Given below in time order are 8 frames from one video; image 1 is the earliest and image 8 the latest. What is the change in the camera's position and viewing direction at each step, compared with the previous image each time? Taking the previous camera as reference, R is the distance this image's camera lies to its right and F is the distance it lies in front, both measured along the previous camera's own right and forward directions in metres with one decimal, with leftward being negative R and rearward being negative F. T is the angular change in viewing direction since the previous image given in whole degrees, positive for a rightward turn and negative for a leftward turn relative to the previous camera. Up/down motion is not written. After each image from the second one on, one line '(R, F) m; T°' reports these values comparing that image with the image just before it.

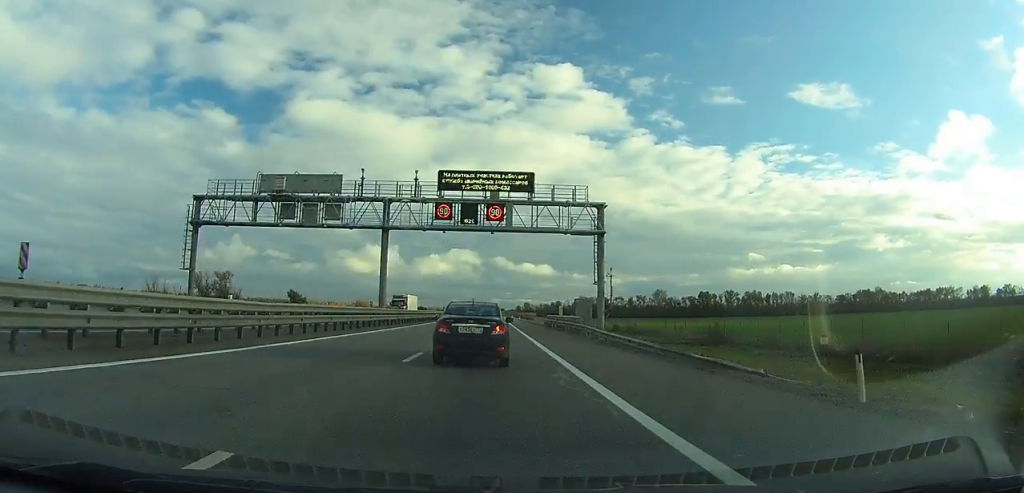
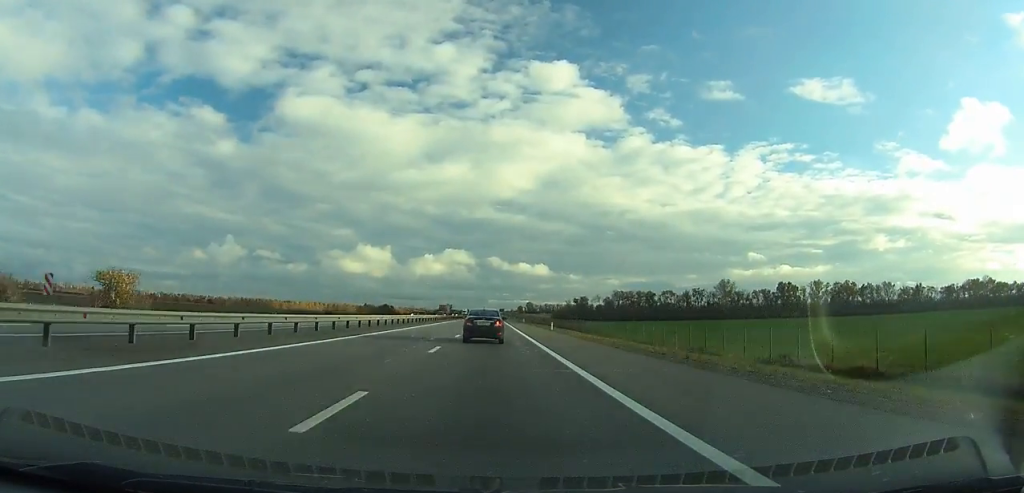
(+0.2, +129.6) m; 0°
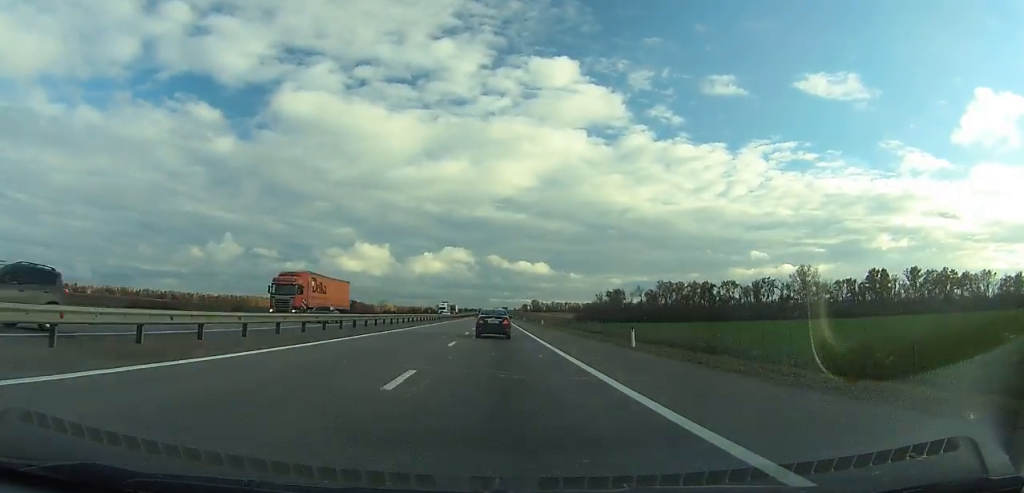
(0.0, +79.9) m; 0°
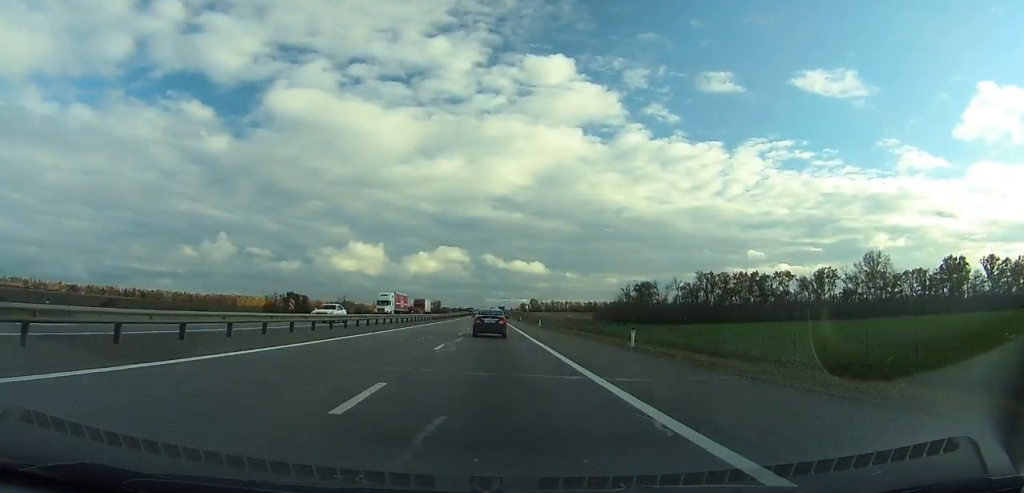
(-0.2, +47.5) m; 0°
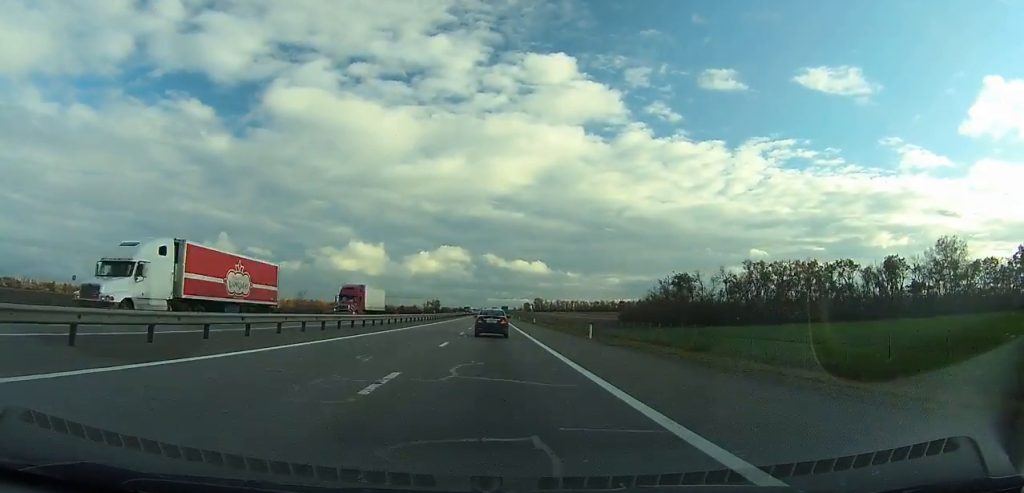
(+0.1, +34.2) m; 0°
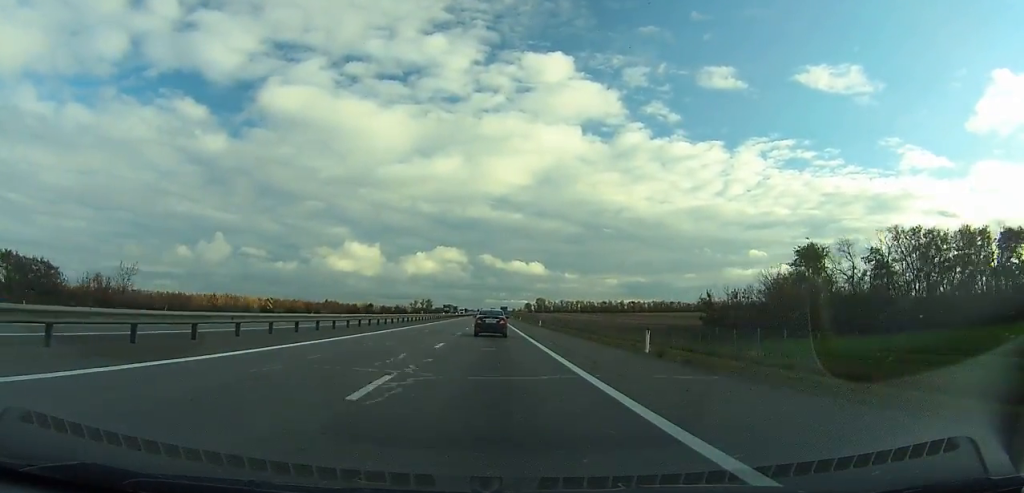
(+0.2, +60.0) m; 0°
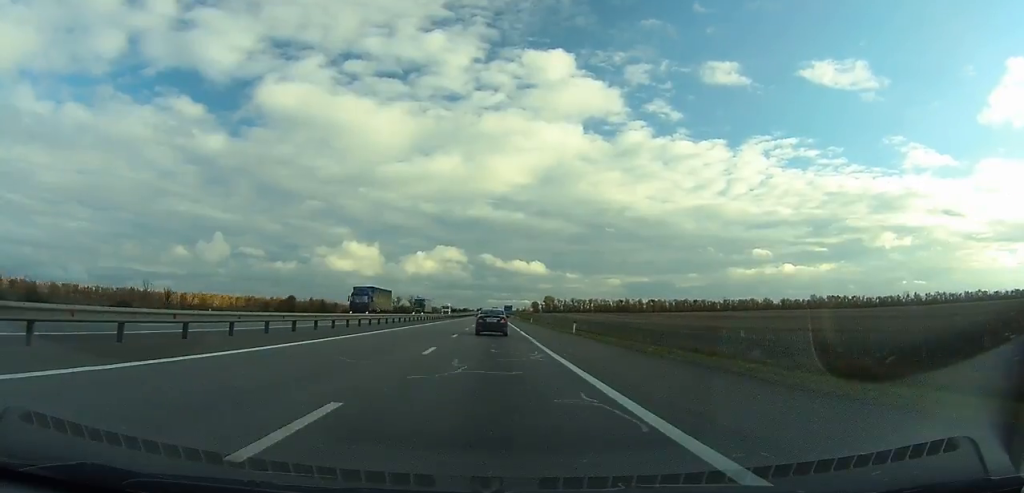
(0.0, +75.6) m; 0°
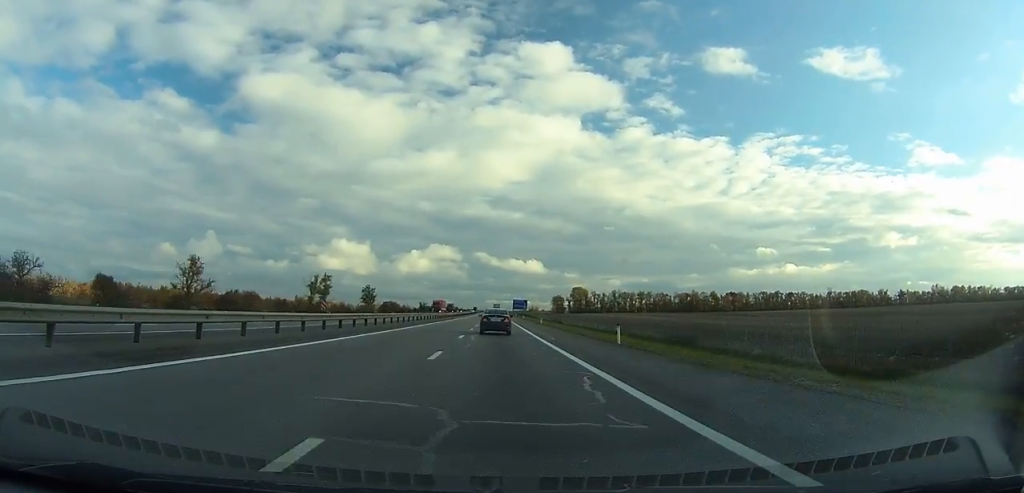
(-0.2, +206.2) m; 0°
